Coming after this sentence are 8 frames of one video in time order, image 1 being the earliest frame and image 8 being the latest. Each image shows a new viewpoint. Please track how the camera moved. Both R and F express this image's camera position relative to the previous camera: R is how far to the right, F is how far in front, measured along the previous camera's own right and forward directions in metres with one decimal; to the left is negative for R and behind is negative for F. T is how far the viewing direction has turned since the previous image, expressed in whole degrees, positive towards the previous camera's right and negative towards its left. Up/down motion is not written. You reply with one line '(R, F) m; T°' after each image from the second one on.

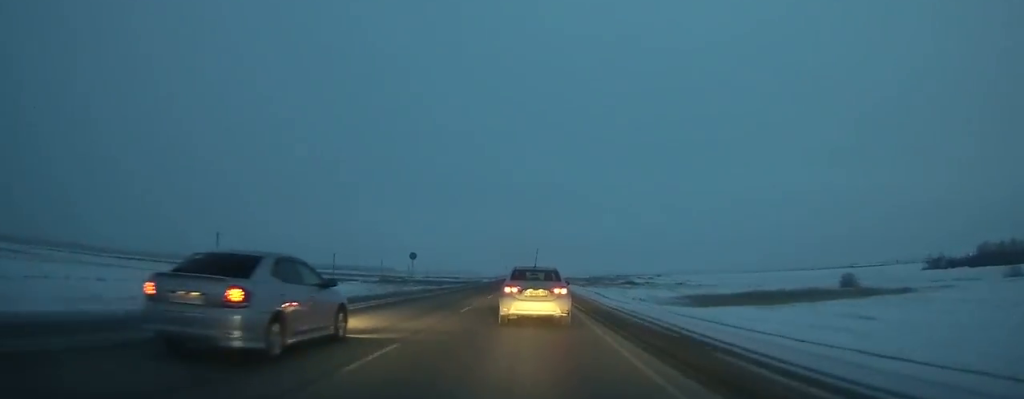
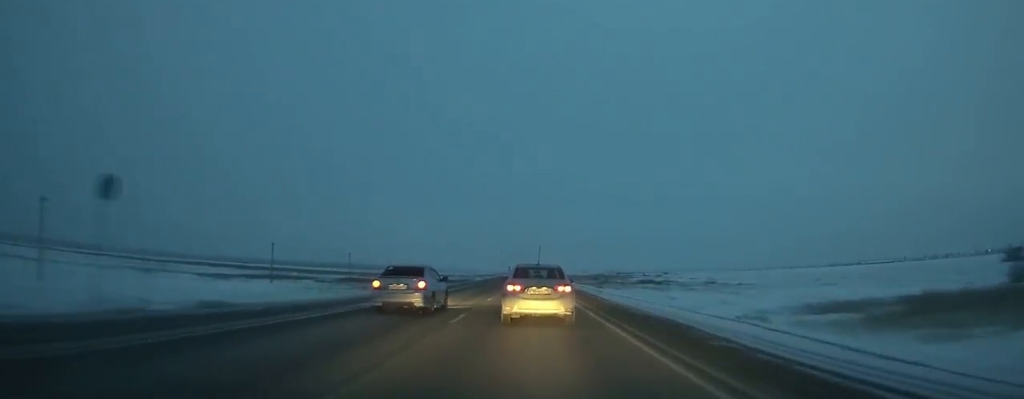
(+0.1, +40.8) m; 0°
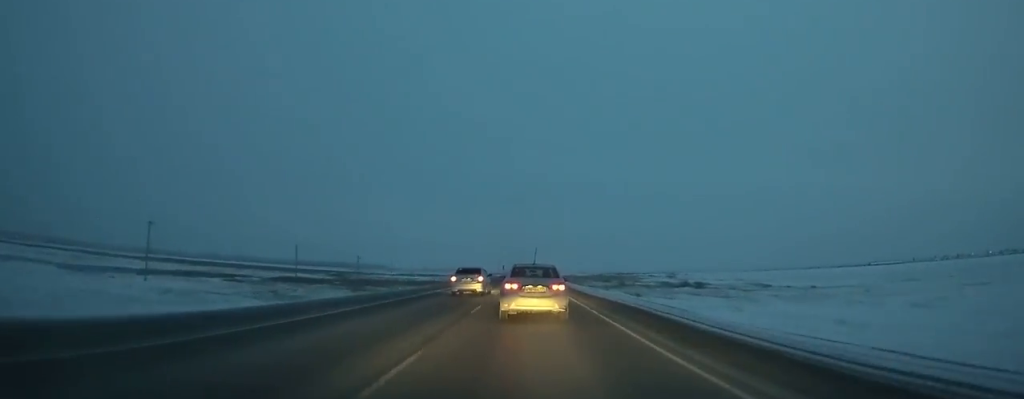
(-0.1, +45.8) m; 0°
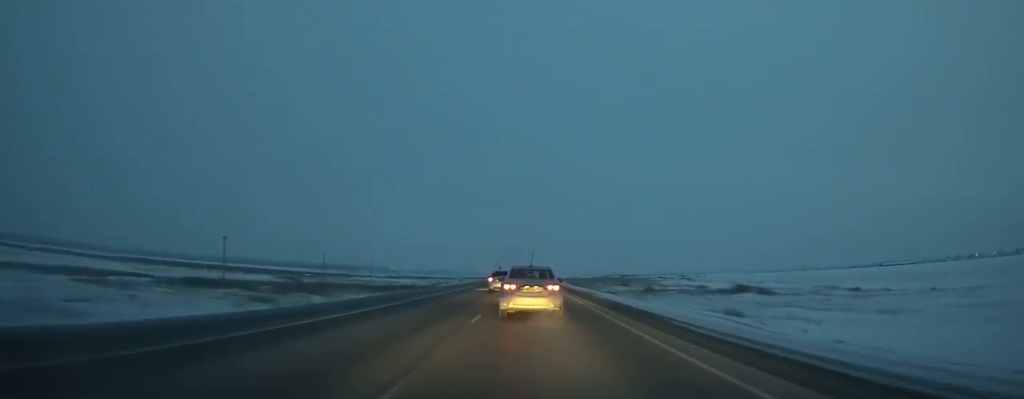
(+0.2, +40.0) m; 0°
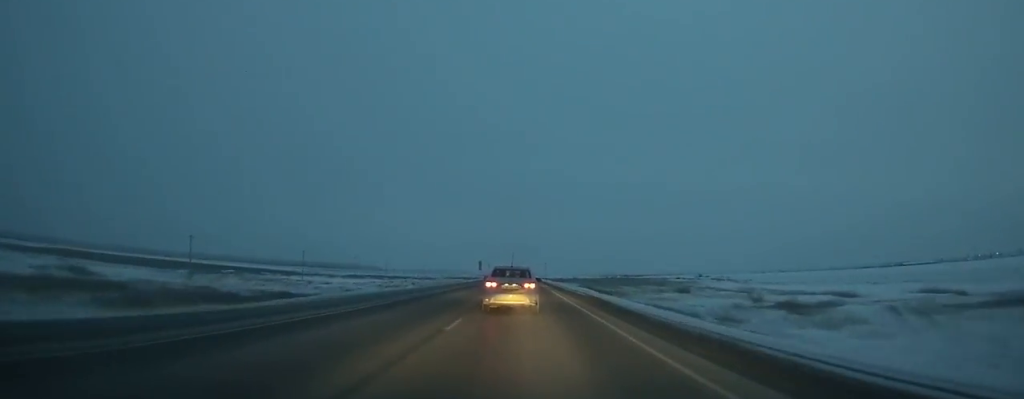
(+0.3, +74.7) m; 0°
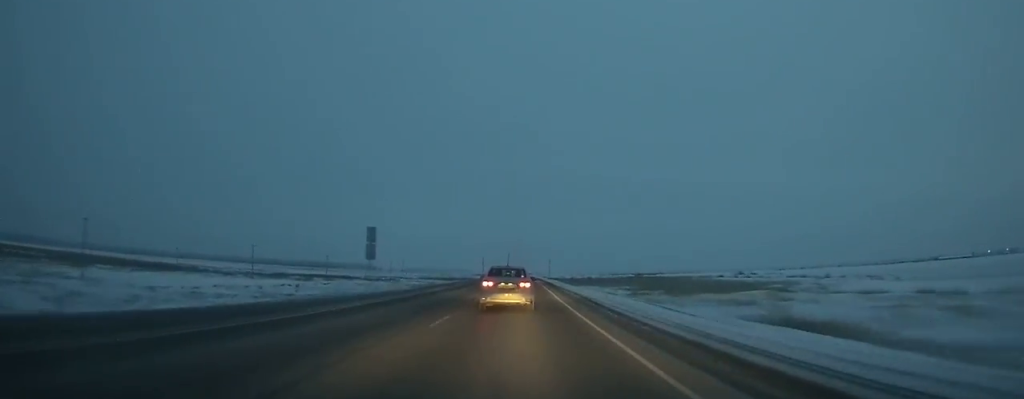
(-0.1, +95.2) m; 0°
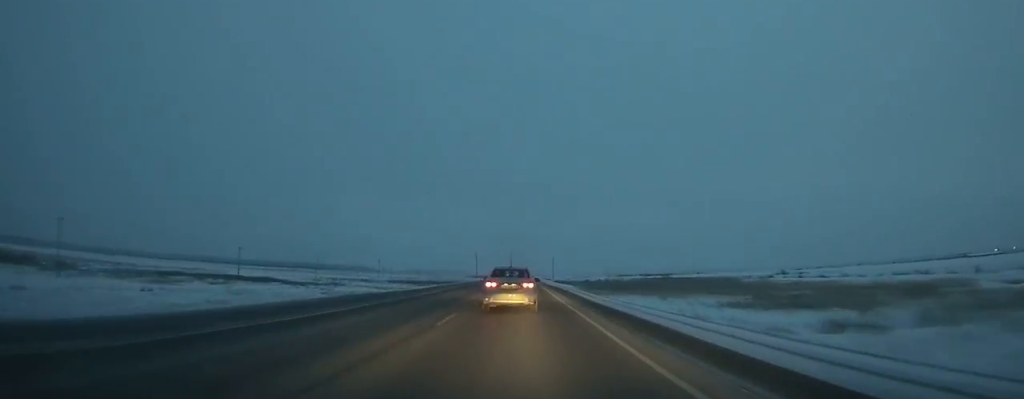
(0.0, +70.8) m; 0°
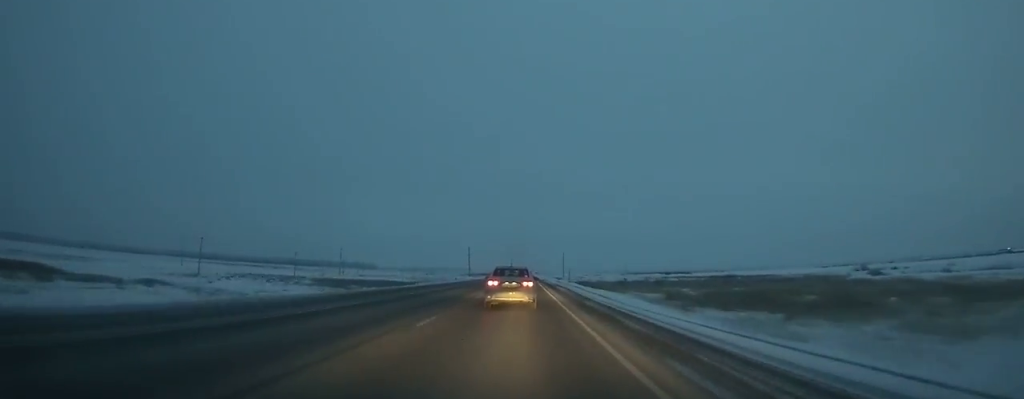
(-0.3, +85.6) m; 0°
